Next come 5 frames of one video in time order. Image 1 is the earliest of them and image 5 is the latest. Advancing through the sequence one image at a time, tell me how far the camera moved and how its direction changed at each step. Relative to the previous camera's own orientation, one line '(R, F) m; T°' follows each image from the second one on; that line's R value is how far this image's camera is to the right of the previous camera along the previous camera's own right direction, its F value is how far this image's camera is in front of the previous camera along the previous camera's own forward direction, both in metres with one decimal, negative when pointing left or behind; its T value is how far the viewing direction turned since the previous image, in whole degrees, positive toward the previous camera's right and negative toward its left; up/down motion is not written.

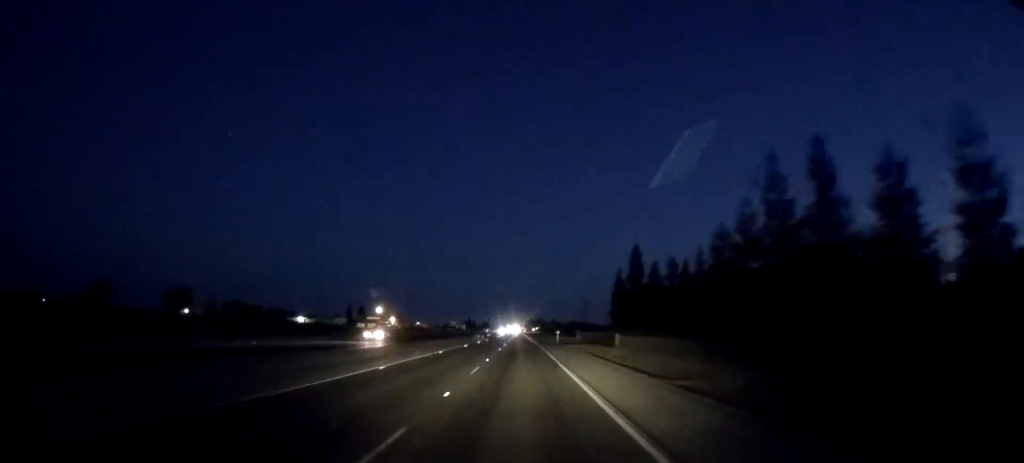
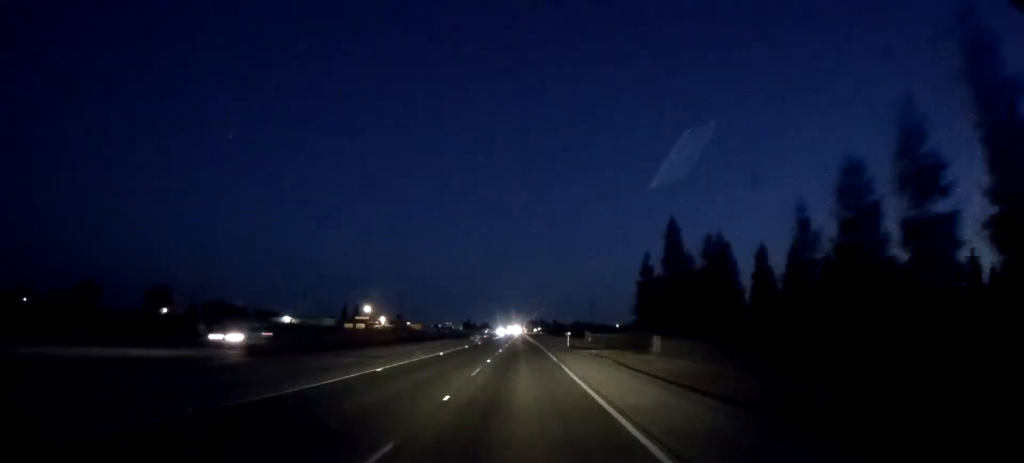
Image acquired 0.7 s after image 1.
(0.0, +15.2) m; 0°
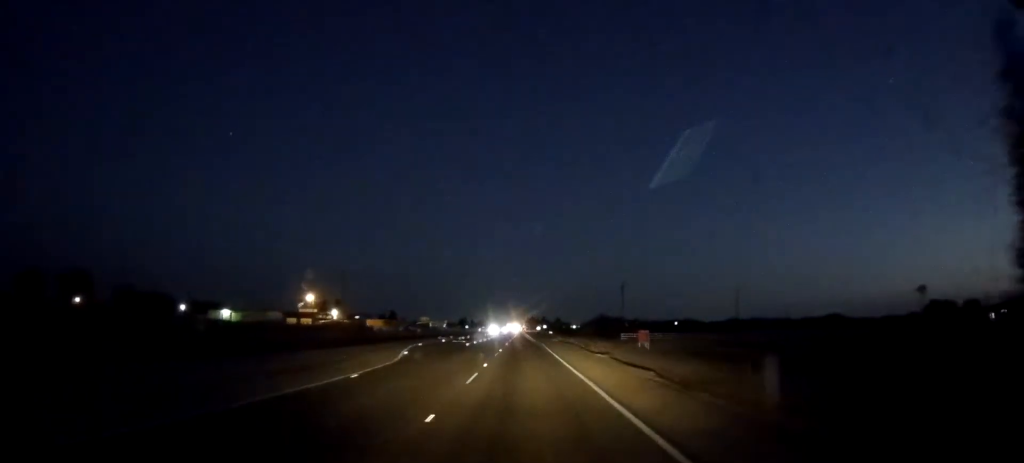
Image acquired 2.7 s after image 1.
(0.0, +47.6) m; 0°
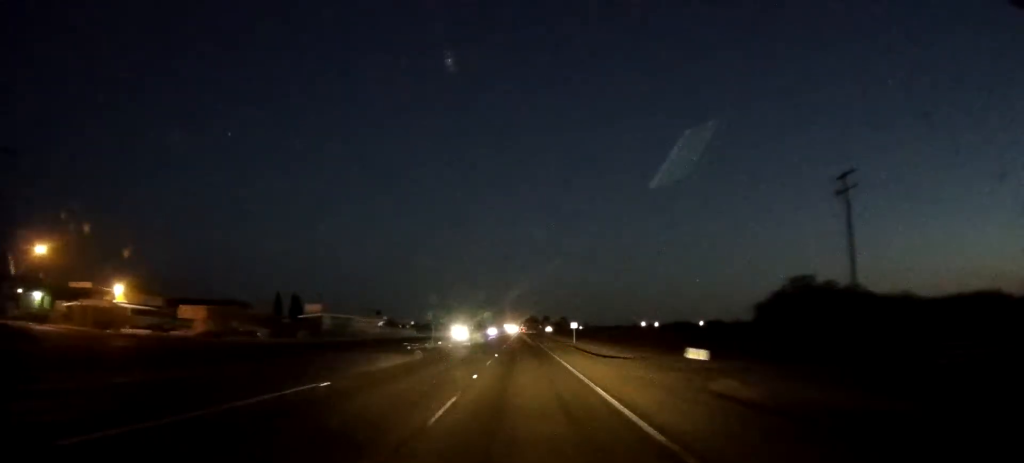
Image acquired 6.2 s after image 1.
(+0.5, +78.9) m; +2°
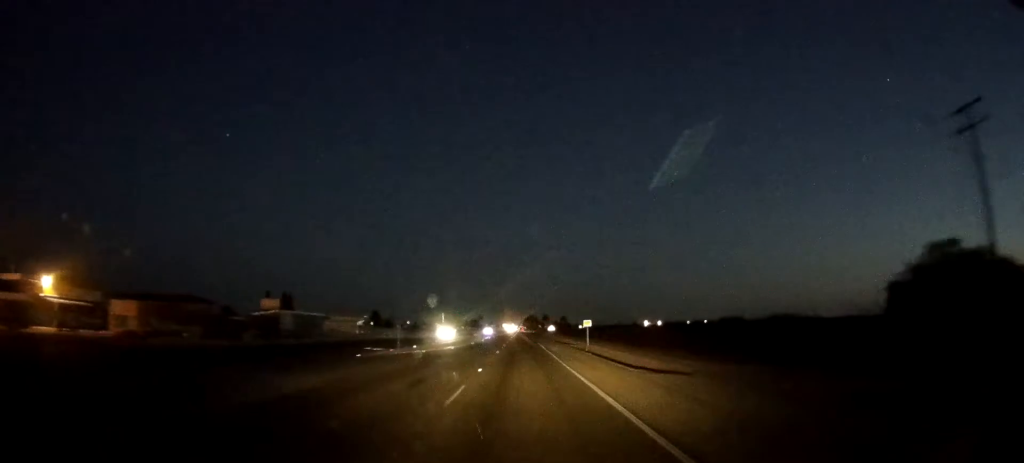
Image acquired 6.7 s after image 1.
(+0.4, +12.3) m; 0°
